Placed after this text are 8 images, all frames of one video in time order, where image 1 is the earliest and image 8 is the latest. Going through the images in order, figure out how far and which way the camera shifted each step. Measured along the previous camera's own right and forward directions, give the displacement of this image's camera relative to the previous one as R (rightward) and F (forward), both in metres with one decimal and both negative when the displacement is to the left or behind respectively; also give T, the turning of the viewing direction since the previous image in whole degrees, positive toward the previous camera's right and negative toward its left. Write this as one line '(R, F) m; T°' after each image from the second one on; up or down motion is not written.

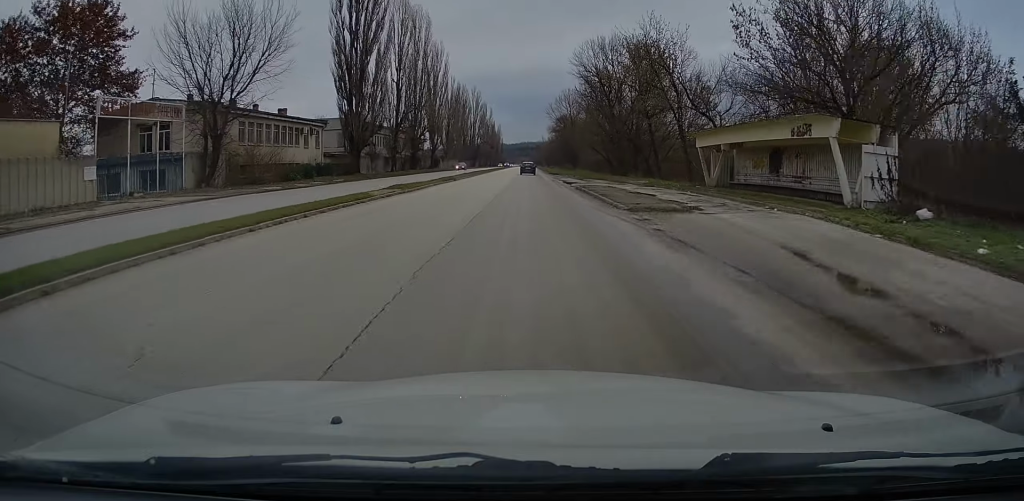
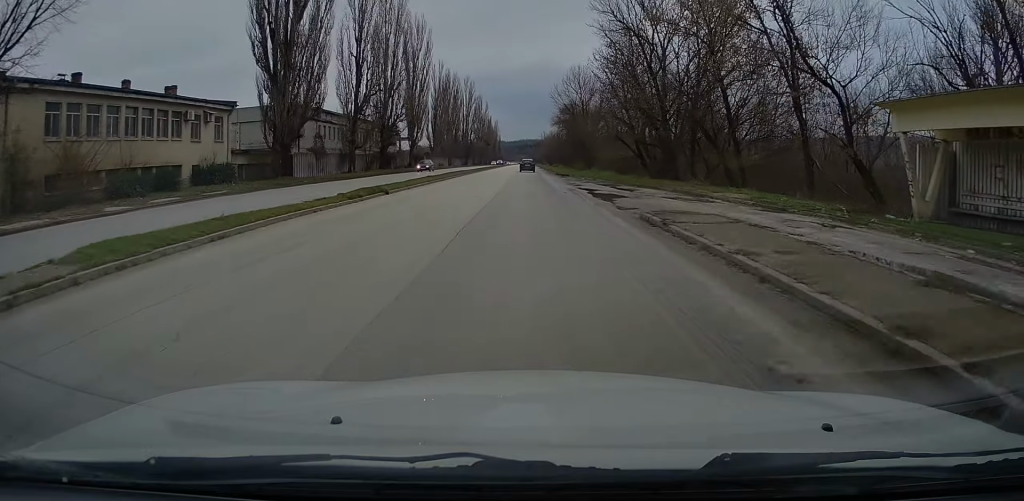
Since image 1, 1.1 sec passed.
(+0.3, +21.3) m; +1°
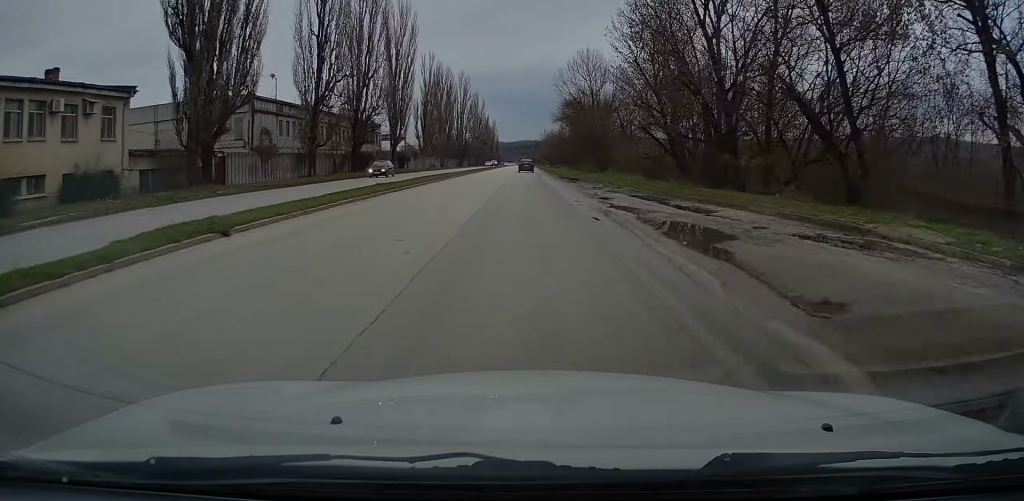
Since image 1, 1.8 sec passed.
(0.0, +12.8) m; -1°
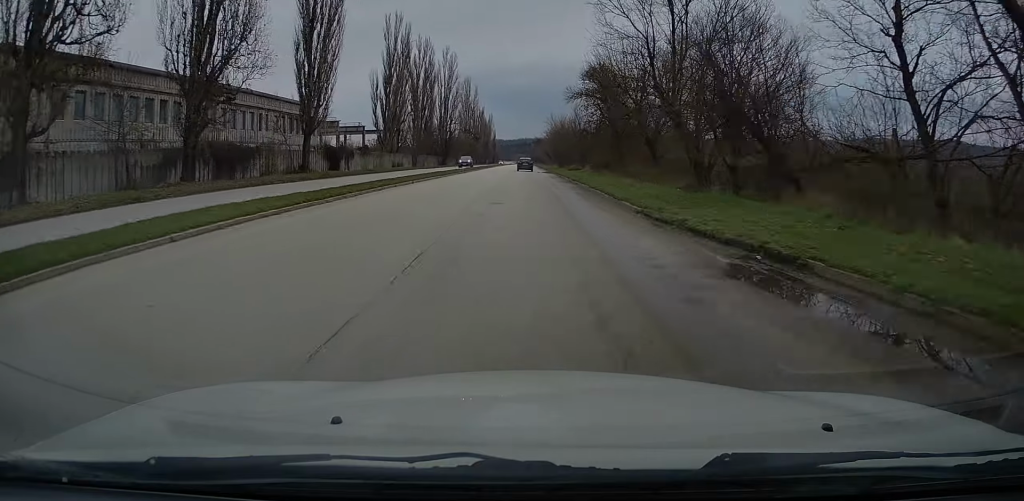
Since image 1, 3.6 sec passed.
(-0.4, +35.3) m; 0°
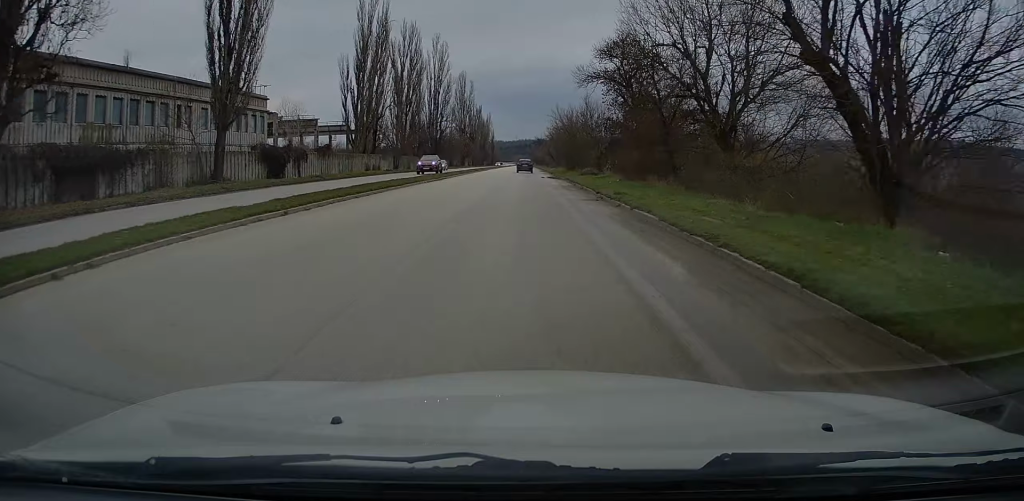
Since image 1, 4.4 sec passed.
(+0.2, +16.0) m; 0°
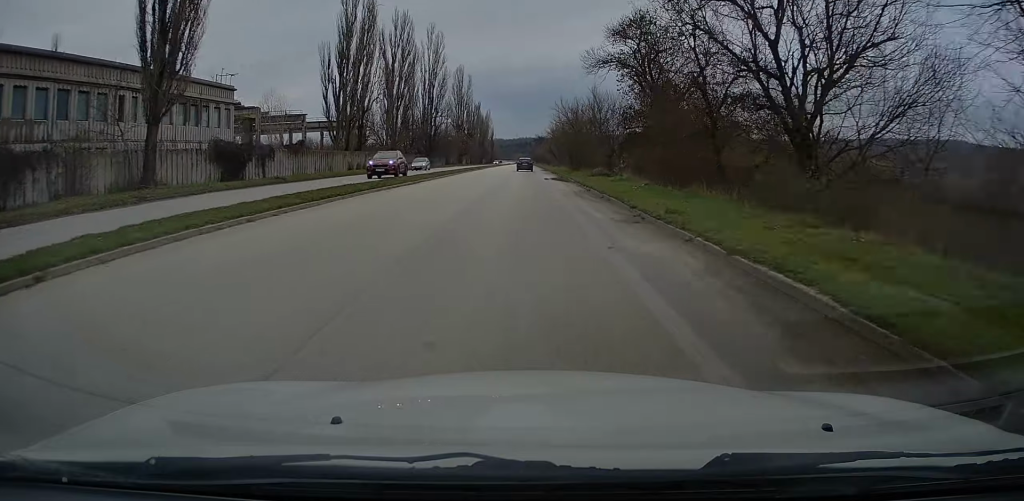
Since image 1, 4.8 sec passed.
(0.0, +8.1) m; -1°
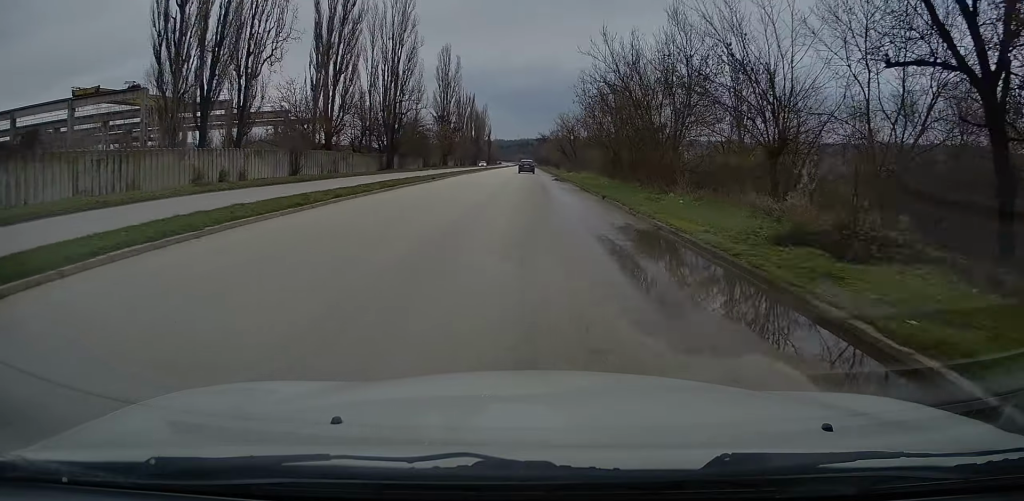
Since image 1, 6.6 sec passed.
(-0.4, +35.5) m; 0°
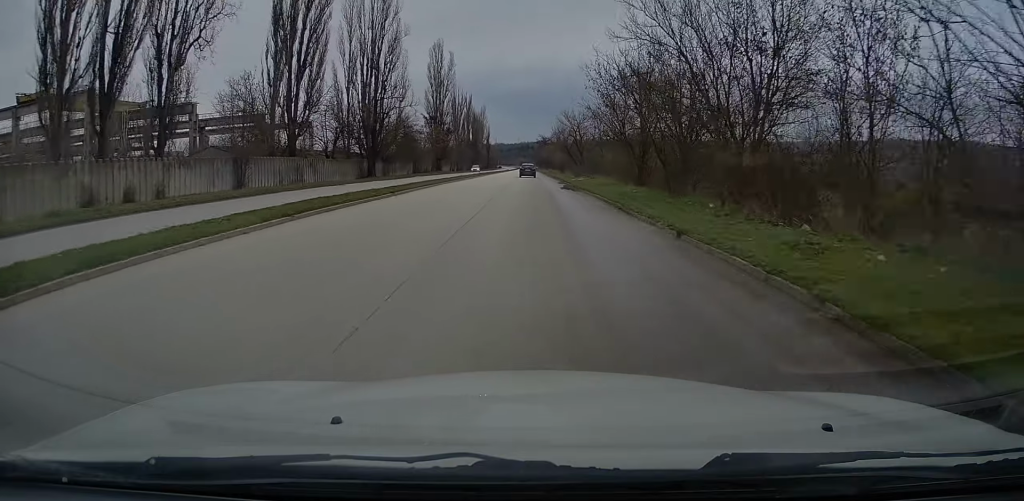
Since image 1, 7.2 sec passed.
(+0.1, +10.9) m; +1°
